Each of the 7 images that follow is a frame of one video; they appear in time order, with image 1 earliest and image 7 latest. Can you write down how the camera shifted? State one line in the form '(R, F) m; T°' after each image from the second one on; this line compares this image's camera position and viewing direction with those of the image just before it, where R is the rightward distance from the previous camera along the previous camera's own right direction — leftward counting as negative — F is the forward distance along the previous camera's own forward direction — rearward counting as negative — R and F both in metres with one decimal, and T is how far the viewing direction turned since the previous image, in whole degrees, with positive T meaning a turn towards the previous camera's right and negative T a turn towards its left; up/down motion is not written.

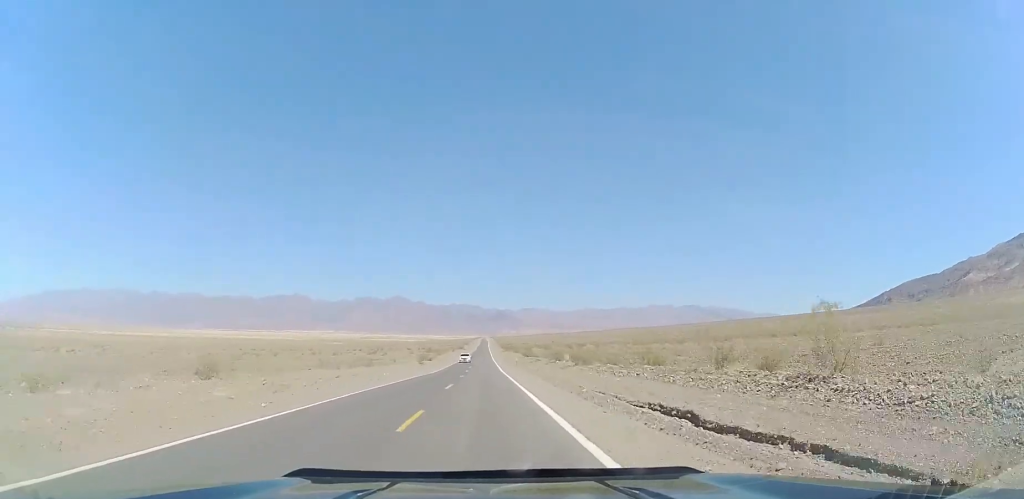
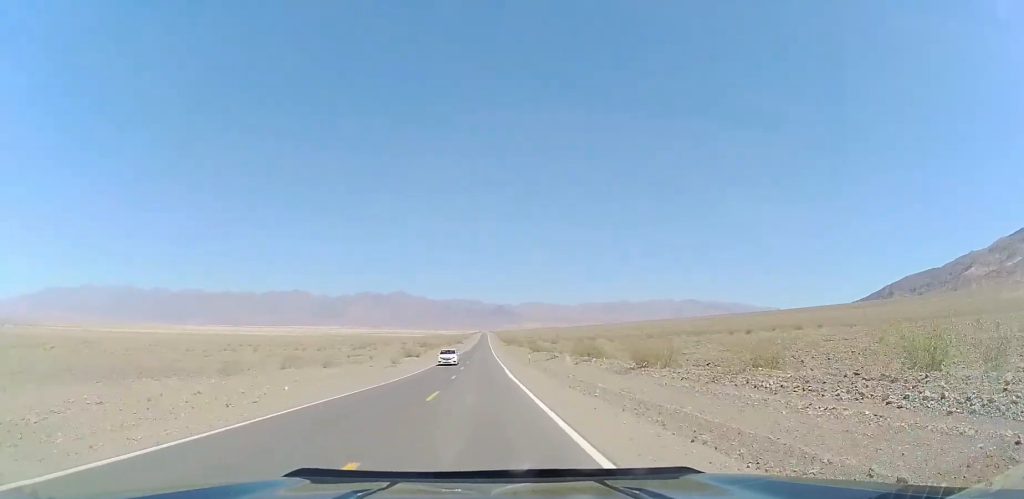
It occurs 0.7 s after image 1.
(-0.1, +22.3) m; 0°
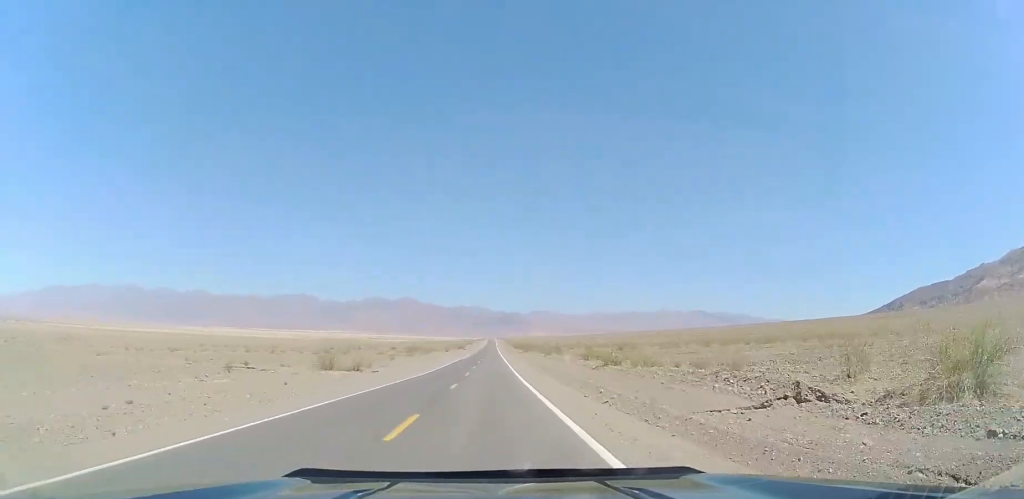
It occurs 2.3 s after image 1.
(-0.3, +52.1) m; -1°
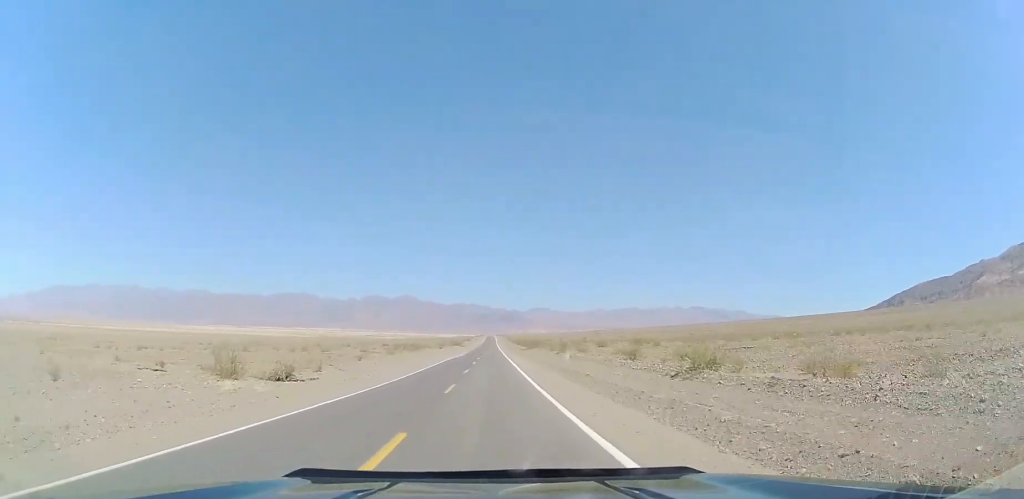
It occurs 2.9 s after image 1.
(0.0, +18.2) m; 0°
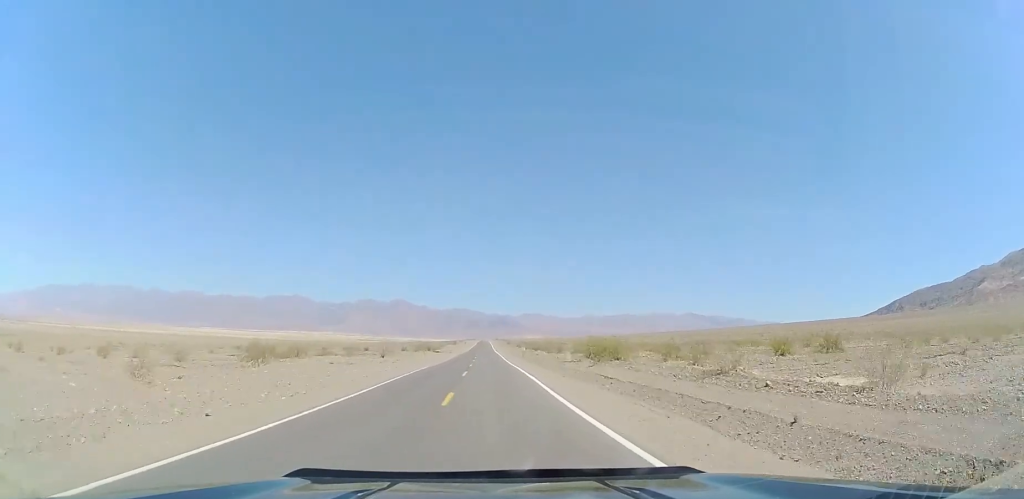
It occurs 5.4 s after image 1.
(-0.8, +78.5) m; 0°
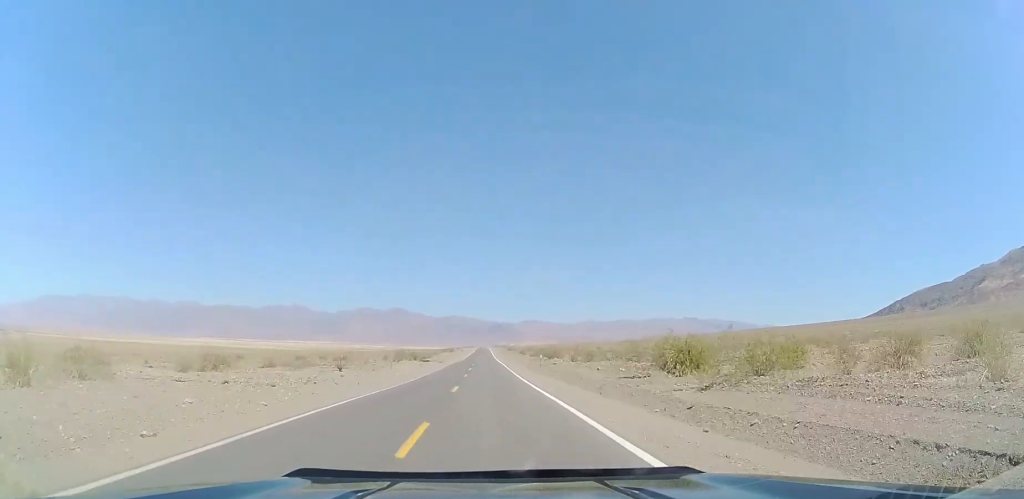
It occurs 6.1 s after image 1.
(+0.2, +22.0) m; +1°
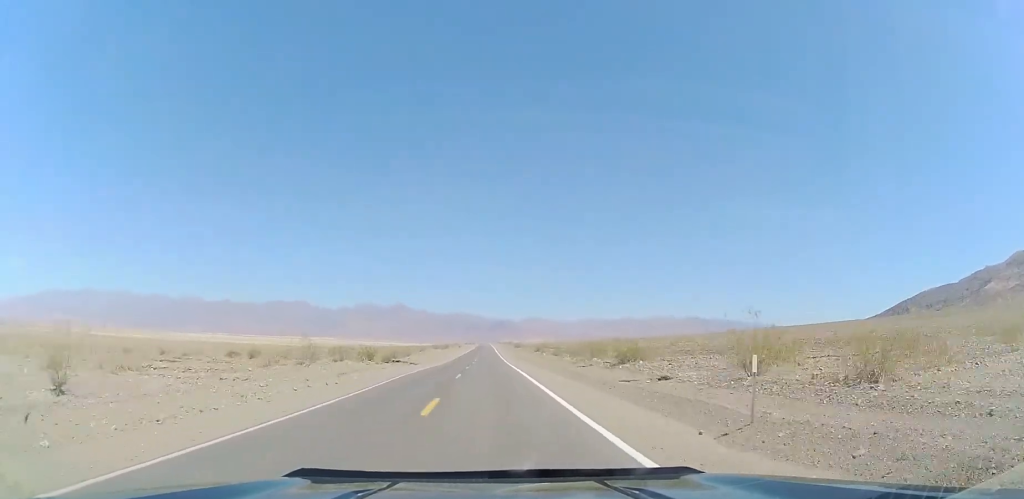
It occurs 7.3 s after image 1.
(+0.3, +38.6) m; +1°
